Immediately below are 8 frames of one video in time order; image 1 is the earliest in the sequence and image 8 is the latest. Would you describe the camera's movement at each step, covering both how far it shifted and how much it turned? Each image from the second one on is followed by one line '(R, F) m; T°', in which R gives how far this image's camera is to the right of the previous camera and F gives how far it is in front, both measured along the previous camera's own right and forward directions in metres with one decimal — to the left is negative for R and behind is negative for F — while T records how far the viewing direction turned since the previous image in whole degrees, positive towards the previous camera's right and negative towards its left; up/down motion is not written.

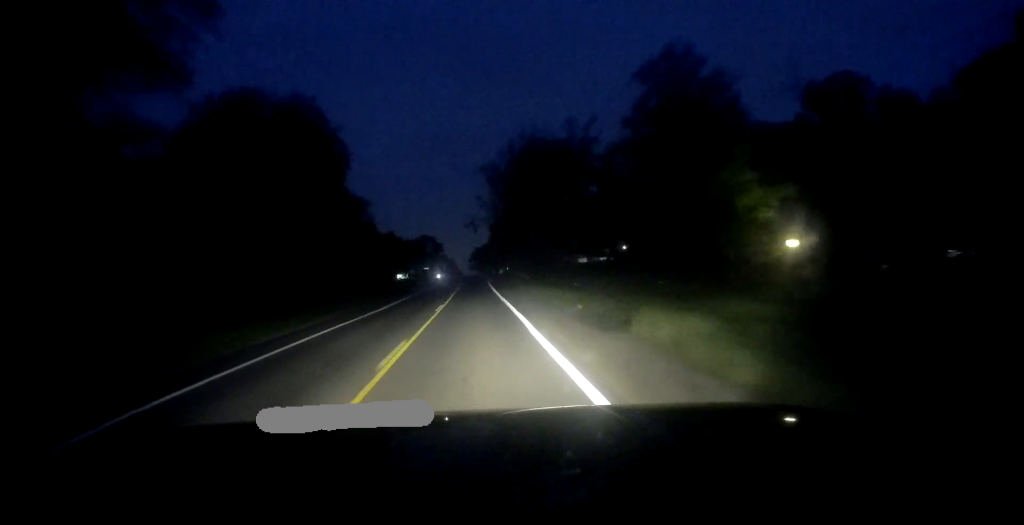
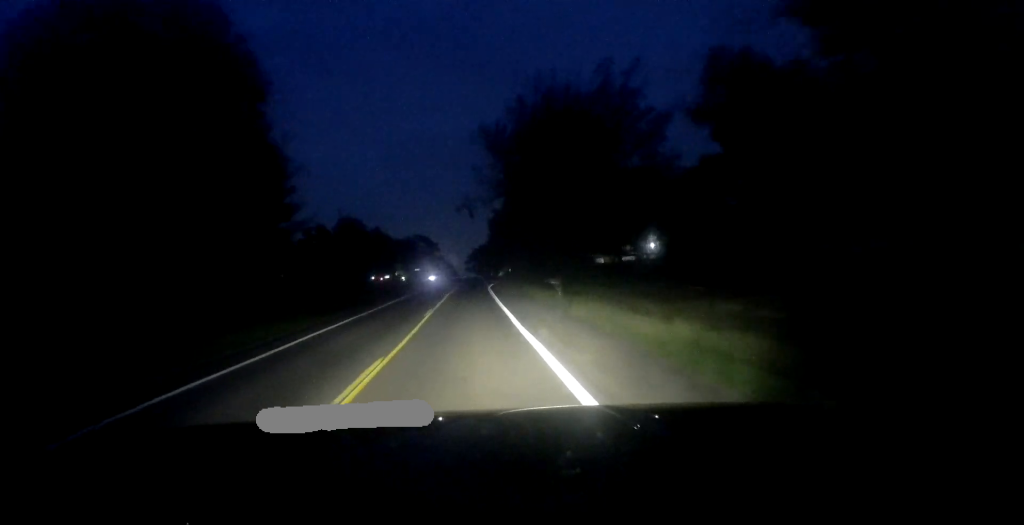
(+0.5, +18.6) m; +1°
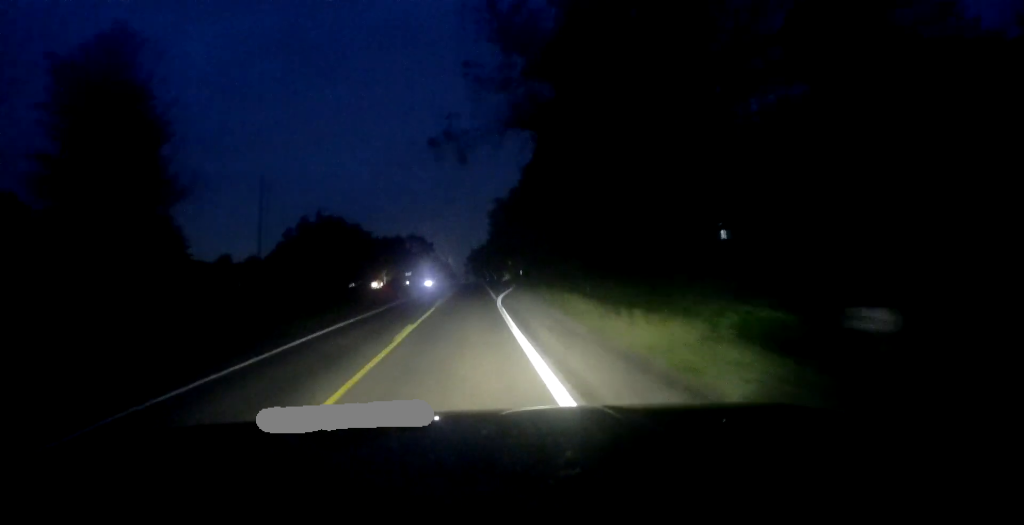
(-0.2, +23.6) m; 0°
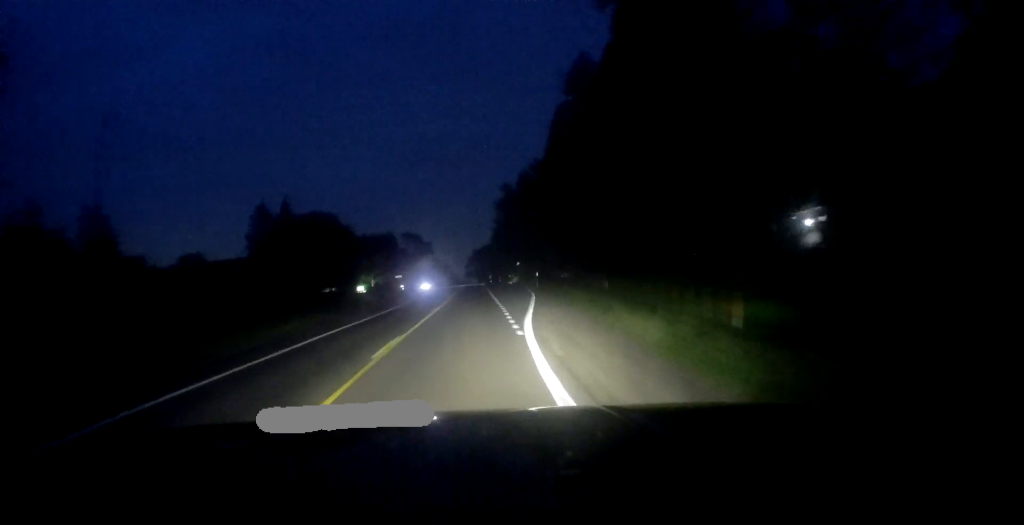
(+0.3, +20.8) m; 0°
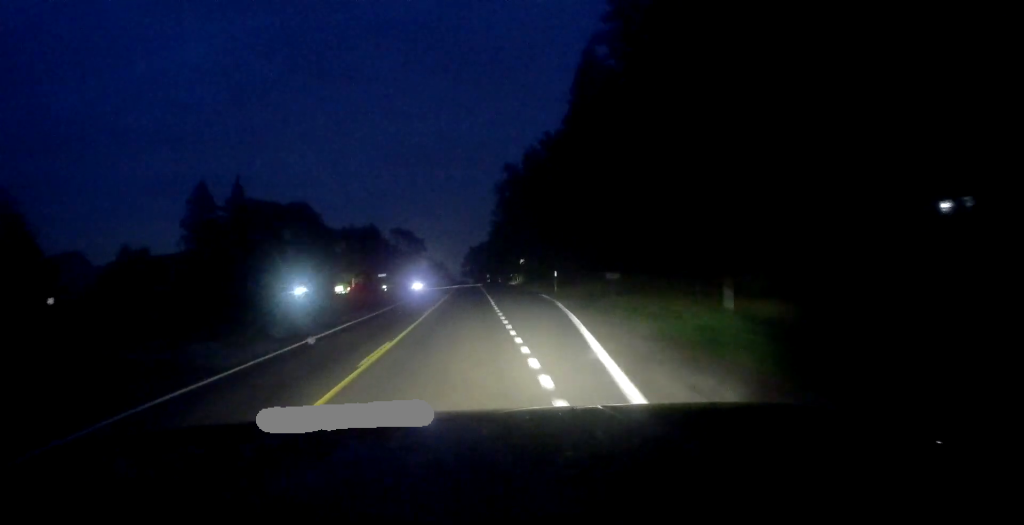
(0.0, +17.9) m; -1°
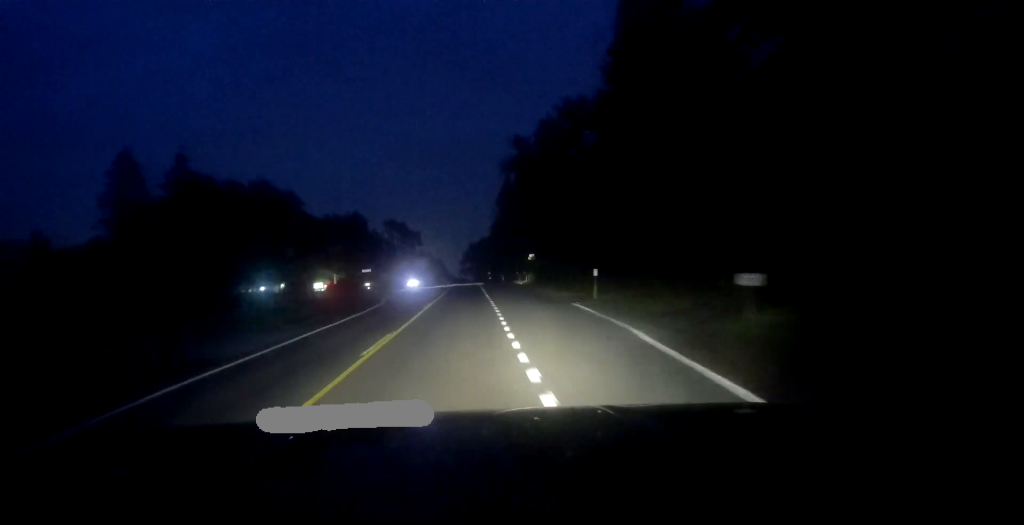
(-0.2, +16.7) m; -1°
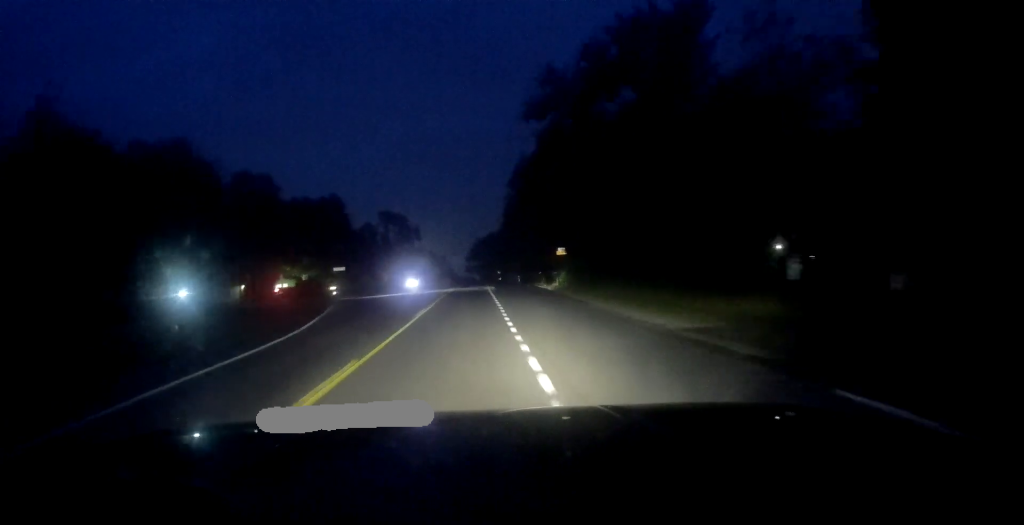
(-0.2, +22.8) m; -1°
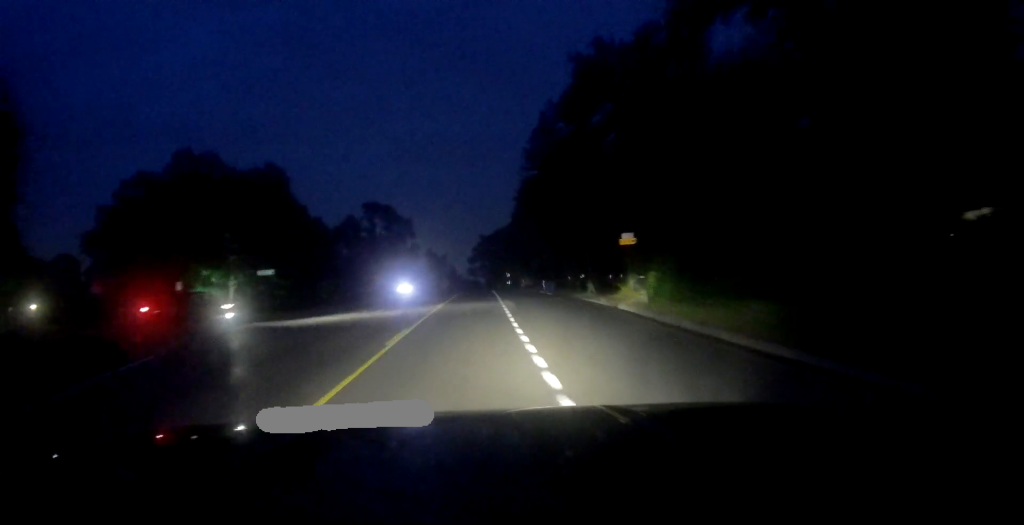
(-0.2, +25.0) m; 0°
